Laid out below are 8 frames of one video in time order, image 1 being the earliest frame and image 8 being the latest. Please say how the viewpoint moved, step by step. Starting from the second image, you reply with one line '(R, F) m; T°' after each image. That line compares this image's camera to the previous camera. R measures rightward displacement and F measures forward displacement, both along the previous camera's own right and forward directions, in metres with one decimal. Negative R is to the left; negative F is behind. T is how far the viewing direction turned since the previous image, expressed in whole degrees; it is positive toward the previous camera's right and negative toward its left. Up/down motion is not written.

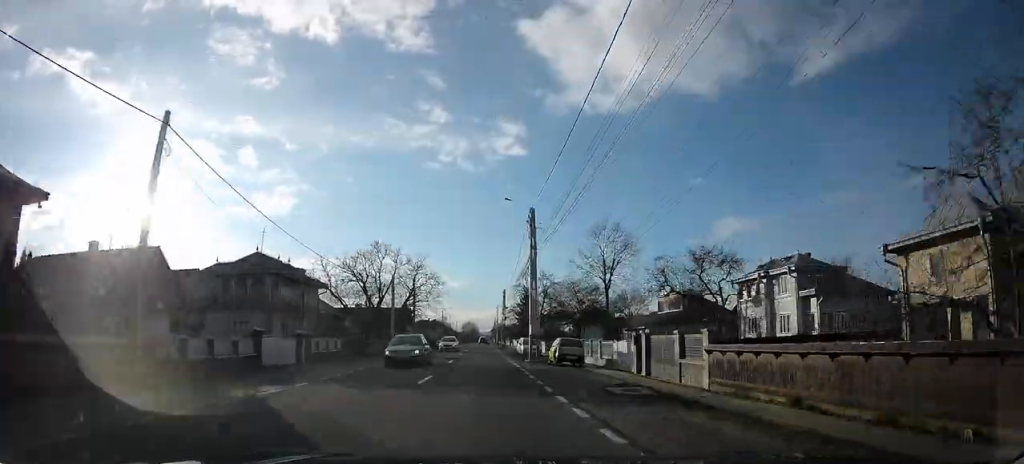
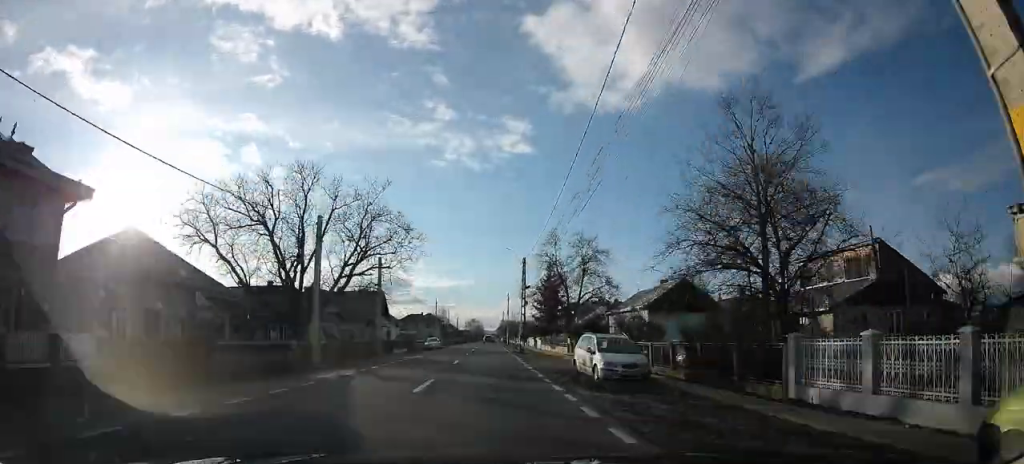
(+0.3, +26.3) m; 0°
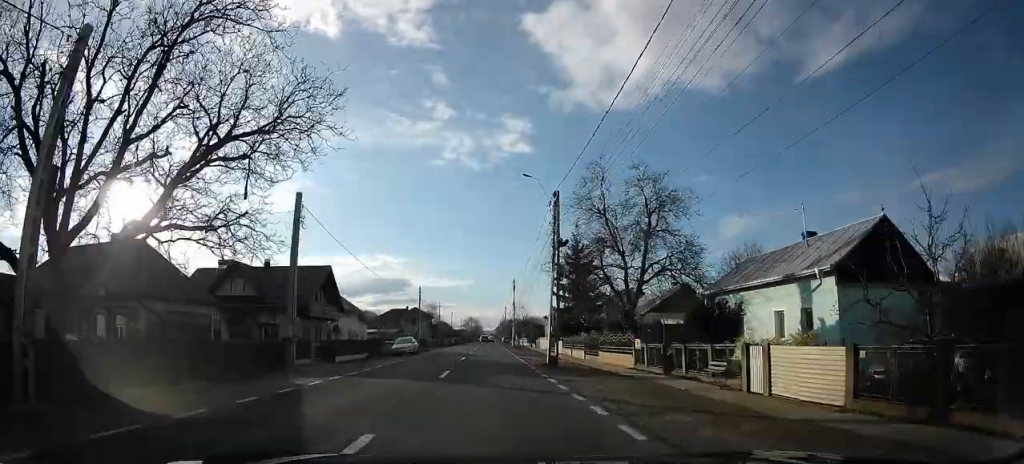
(+0.5, +19.8) m; +2°
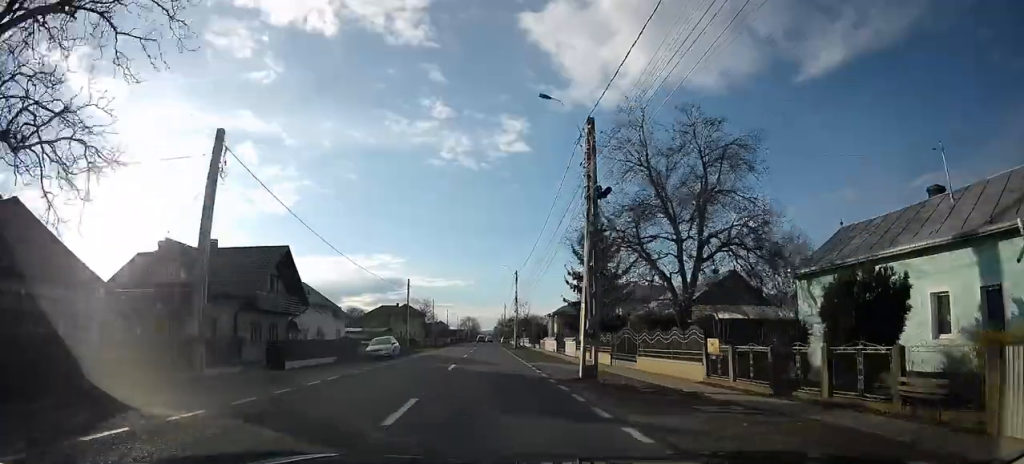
(0.0, +8.1) m; 0°
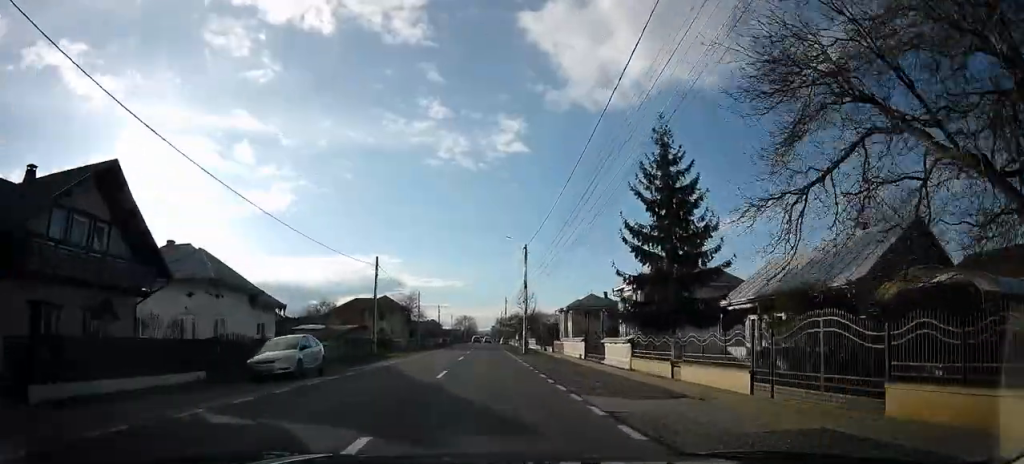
(0.0, +15.7) m; 0°
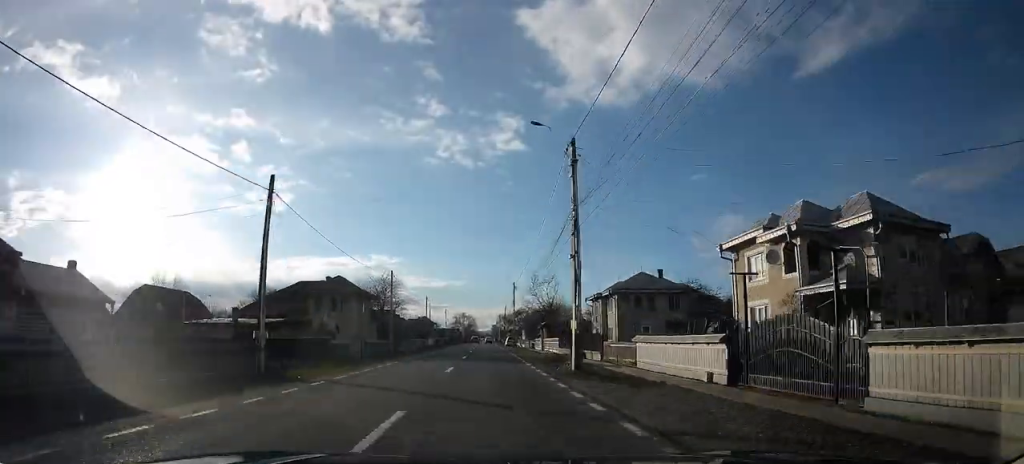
(0.0, +21.6) m; 0°
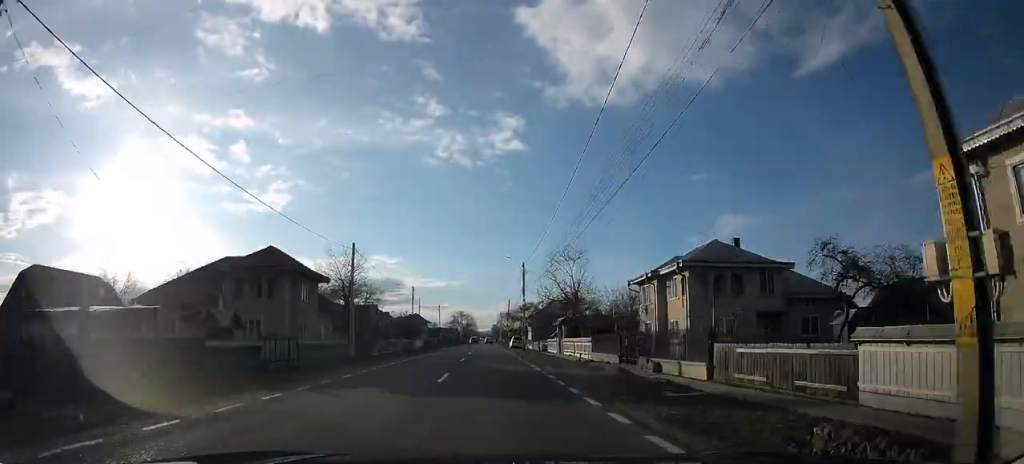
(0.0, +15.5) m; -1°
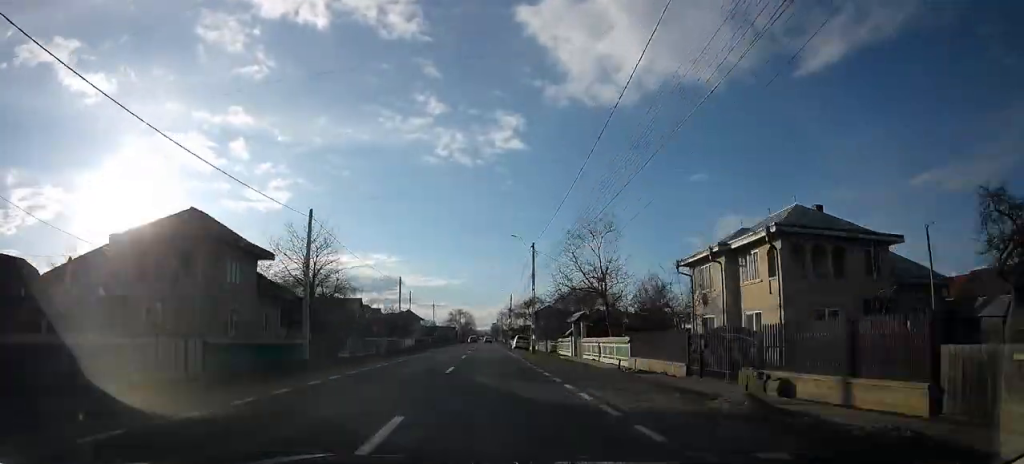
(0.0, +9.6) m; -1°
